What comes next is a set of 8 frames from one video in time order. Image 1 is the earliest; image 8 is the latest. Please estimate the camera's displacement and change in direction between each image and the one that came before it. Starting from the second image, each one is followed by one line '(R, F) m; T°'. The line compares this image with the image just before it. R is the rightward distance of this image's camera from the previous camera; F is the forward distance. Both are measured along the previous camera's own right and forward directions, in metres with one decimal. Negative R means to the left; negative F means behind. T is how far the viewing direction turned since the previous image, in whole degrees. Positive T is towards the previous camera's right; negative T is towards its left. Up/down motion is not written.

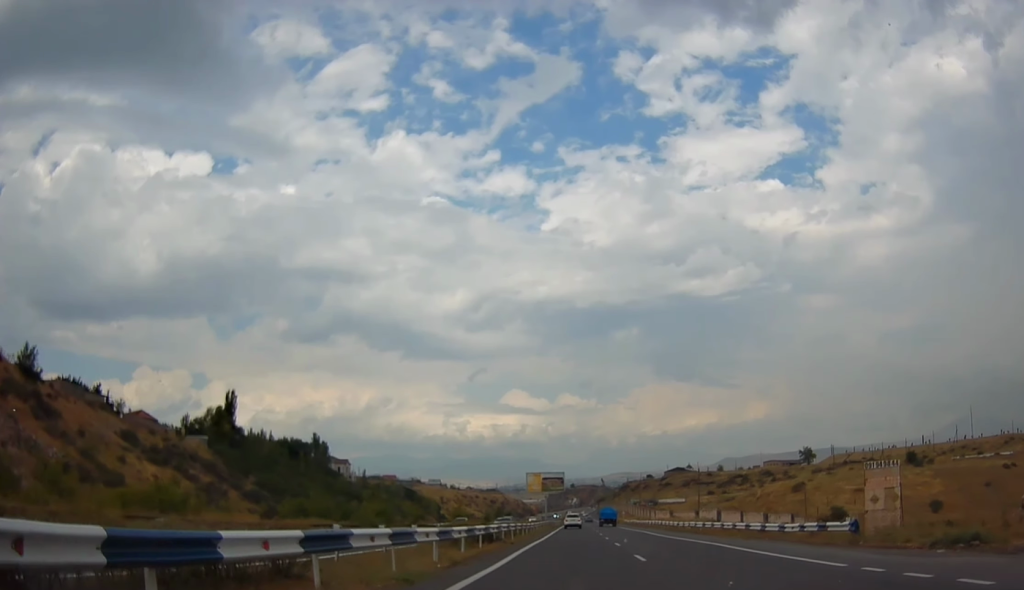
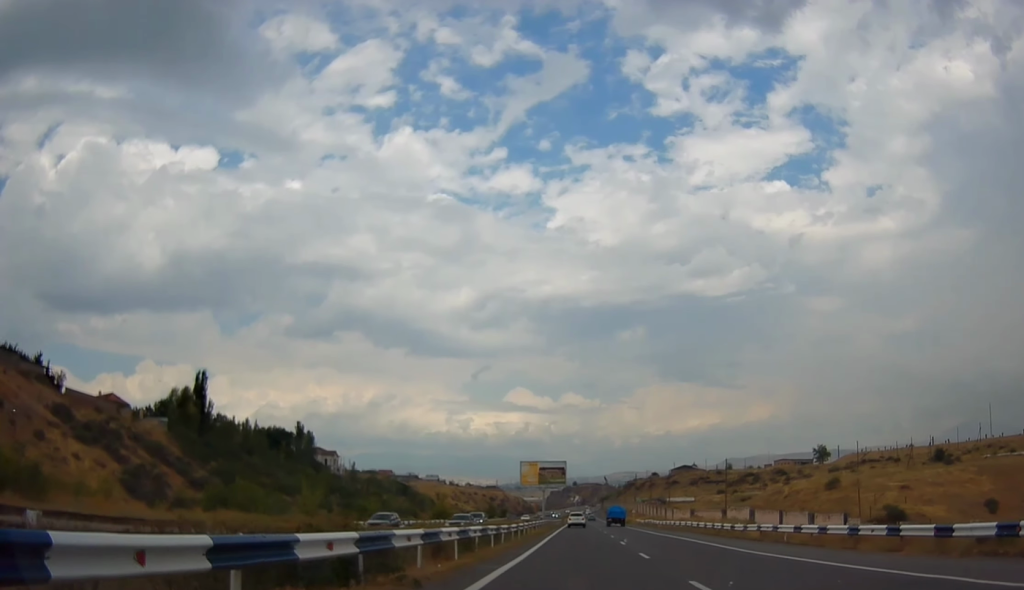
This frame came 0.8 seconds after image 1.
(-0.4, +19.0) m; -1°
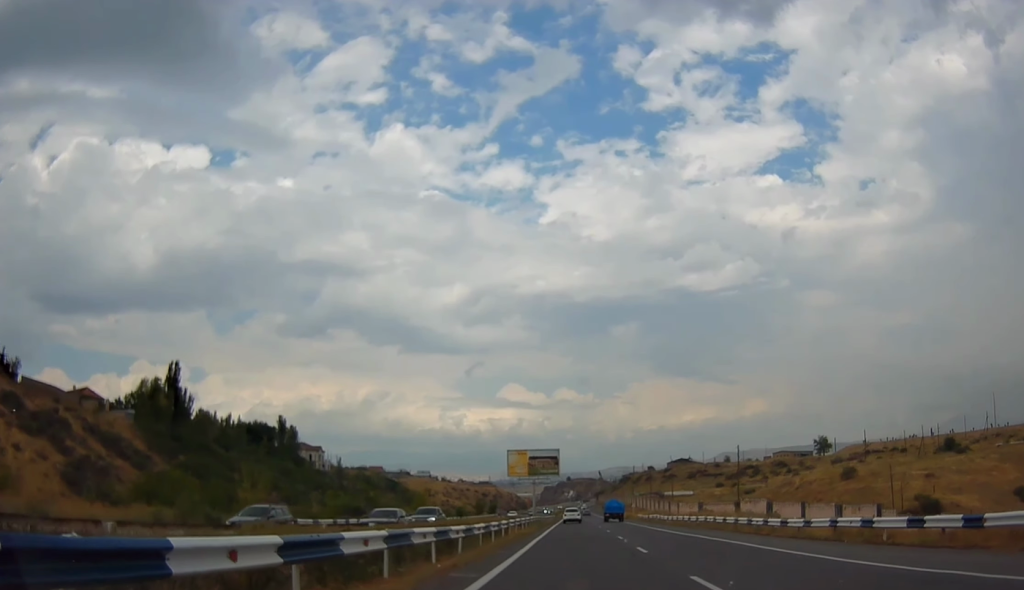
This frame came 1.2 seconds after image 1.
(-0.3, +10.5) m; 0°
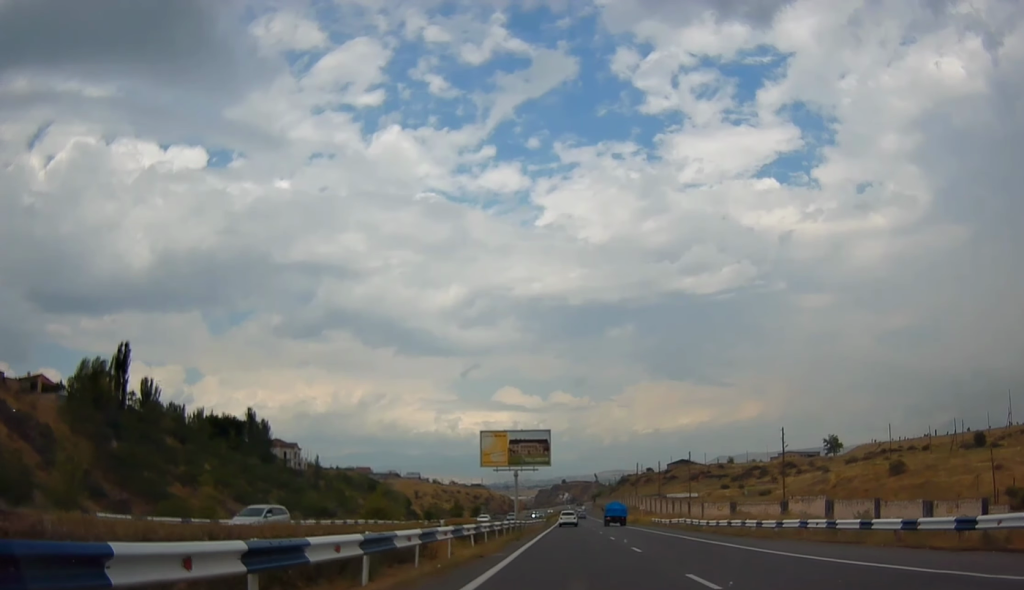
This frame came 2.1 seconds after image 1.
(+0.4, +20.7) m; +1°
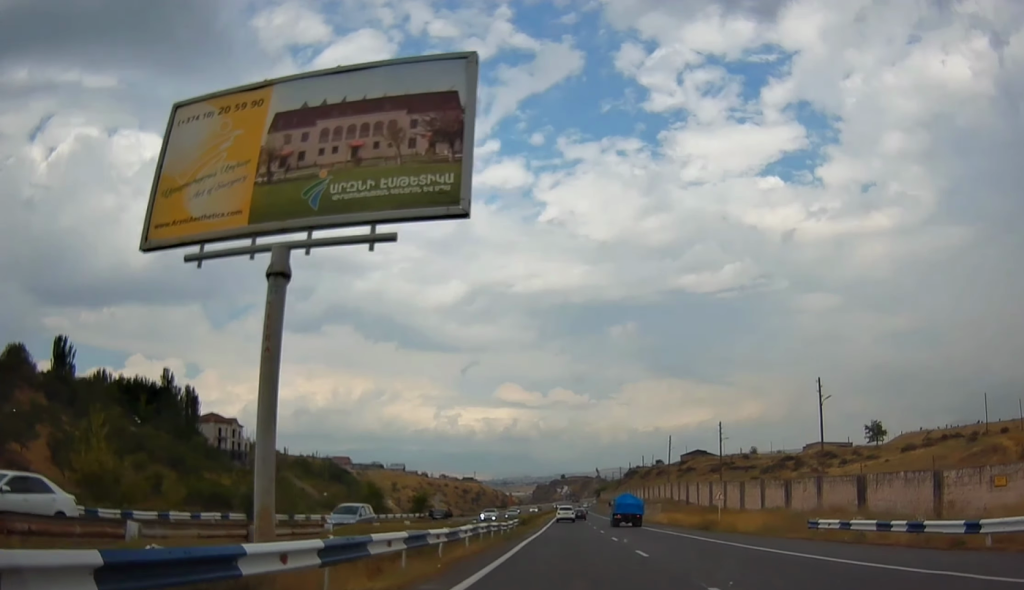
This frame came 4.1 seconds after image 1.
(+0.1, +49.4) m; 0°
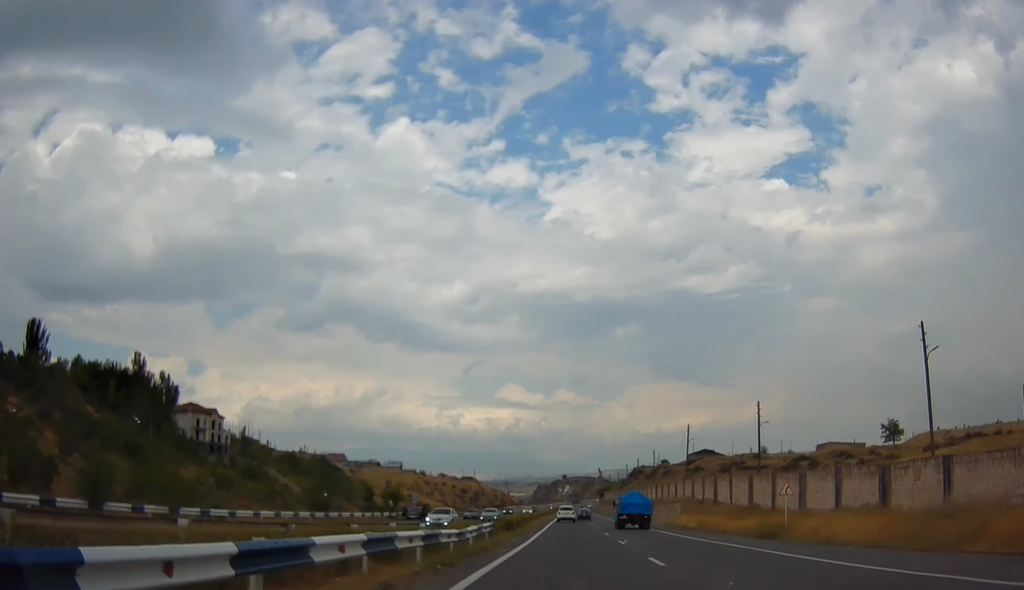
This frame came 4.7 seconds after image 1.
(0.0, +14.4) m; 0°
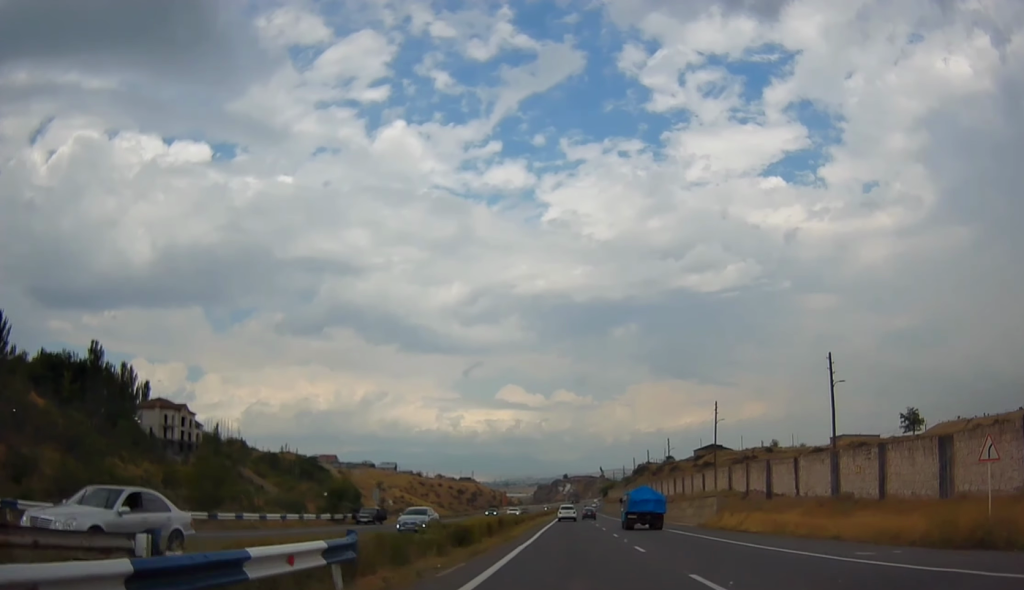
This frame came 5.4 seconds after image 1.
(0.0, +17.3) m; 0°
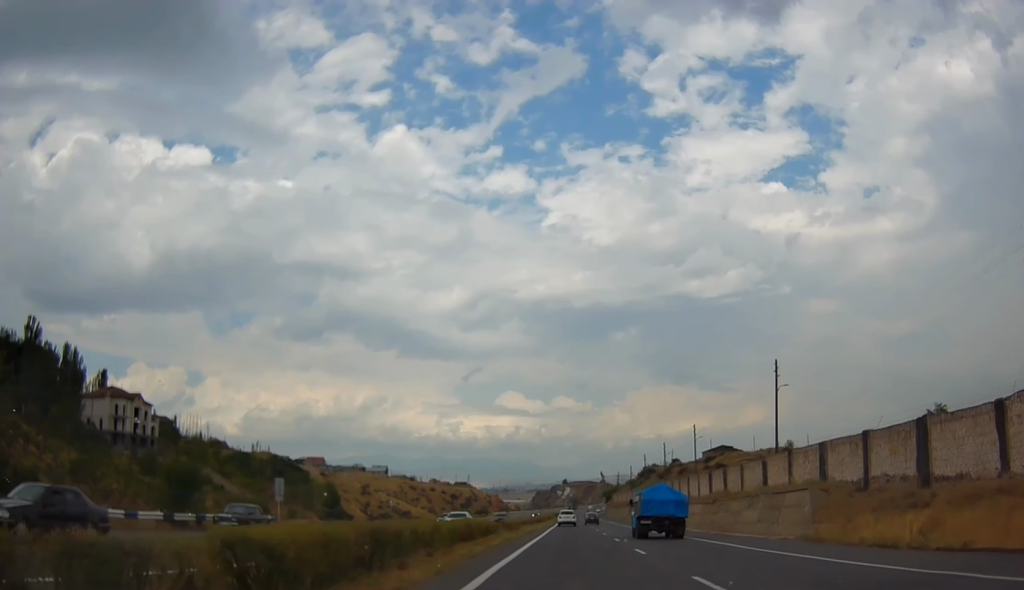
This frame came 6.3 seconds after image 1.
(0.0, +22.2) m; 0°
